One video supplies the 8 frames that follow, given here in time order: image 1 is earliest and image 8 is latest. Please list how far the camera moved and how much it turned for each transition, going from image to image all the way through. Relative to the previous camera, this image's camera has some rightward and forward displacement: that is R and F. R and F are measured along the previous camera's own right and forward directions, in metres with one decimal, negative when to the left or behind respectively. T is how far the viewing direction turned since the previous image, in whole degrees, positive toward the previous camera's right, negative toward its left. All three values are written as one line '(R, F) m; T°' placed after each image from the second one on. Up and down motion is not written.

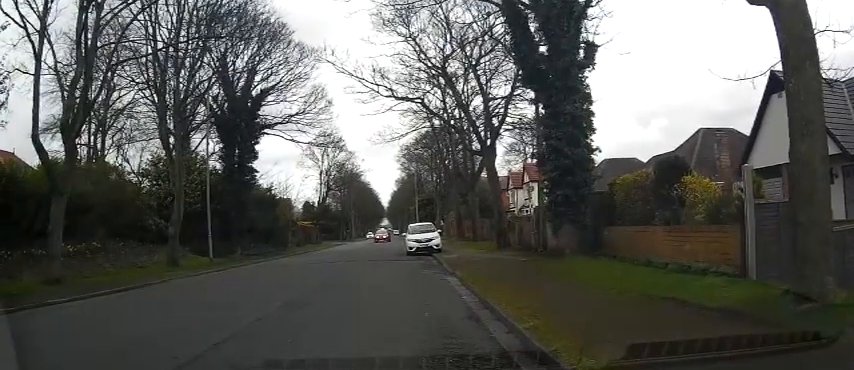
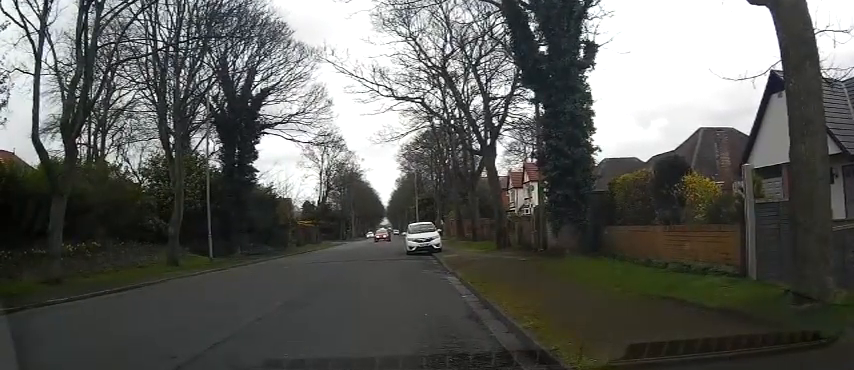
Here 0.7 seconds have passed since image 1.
(0.0, 0.0) m; 0°
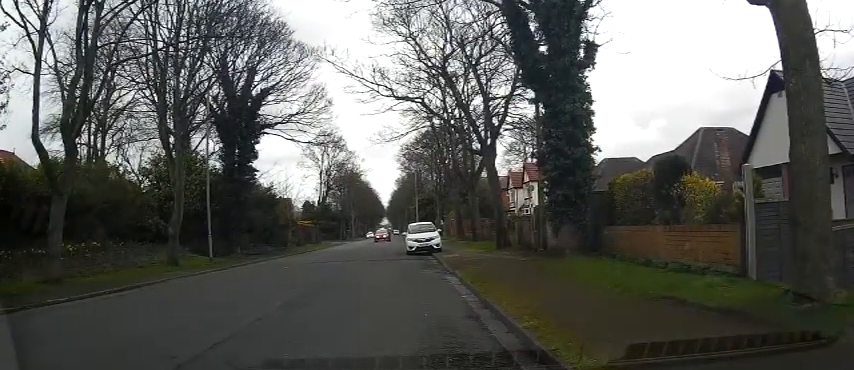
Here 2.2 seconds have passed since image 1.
(0.0, 0.0) m; 0°
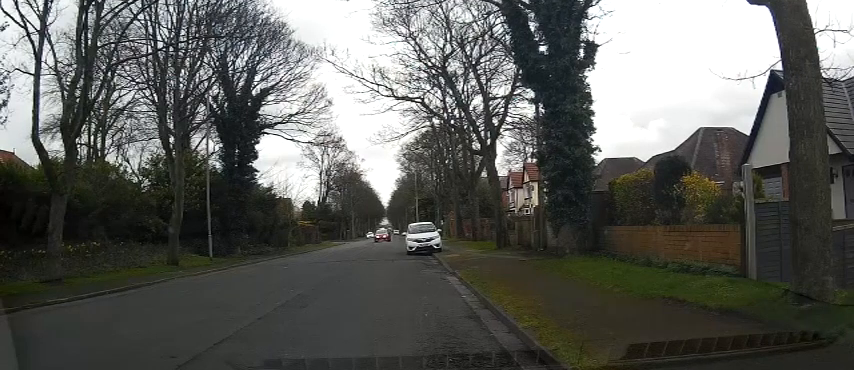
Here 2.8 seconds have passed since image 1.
(0.0, 0.0) m; 0°
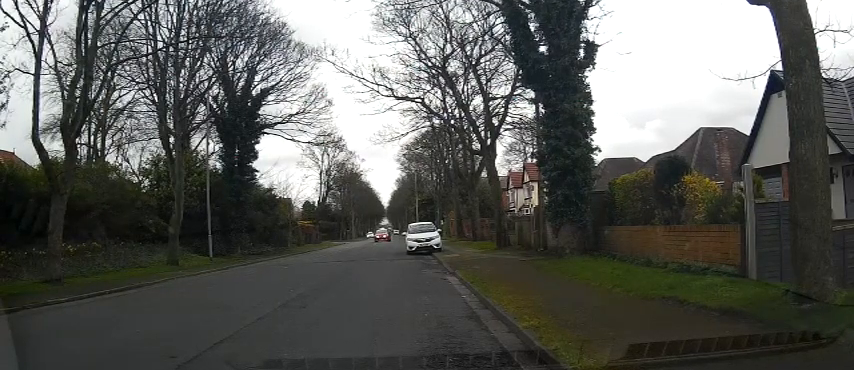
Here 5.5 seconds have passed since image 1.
(+0.1, +0.3) m; 0°
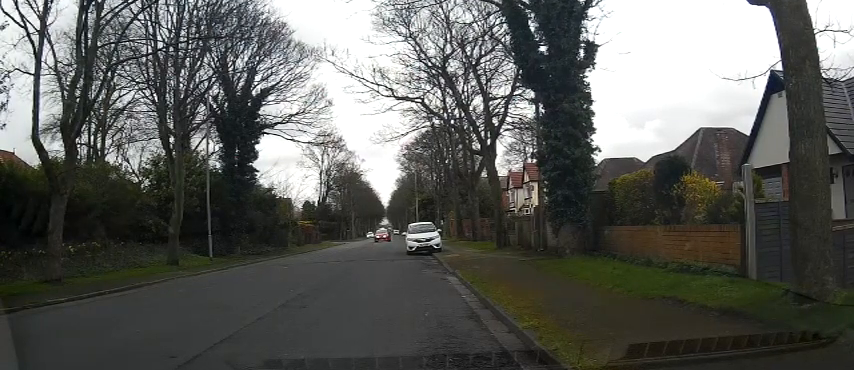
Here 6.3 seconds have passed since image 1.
(0.0, 0.0) m; 0°
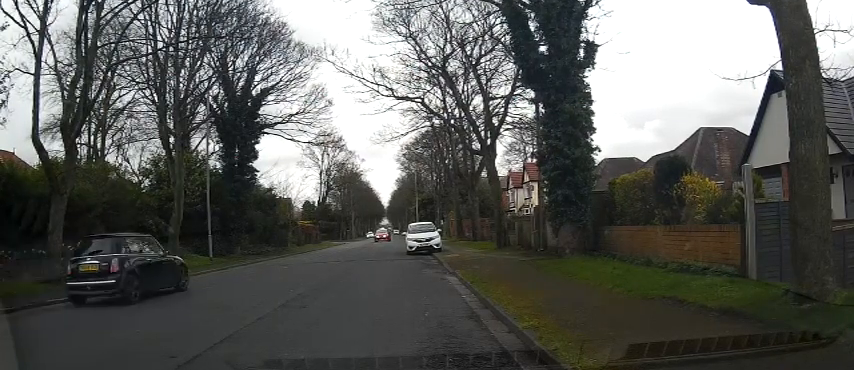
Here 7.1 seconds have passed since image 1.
(0.0, 0.0) m; 0°
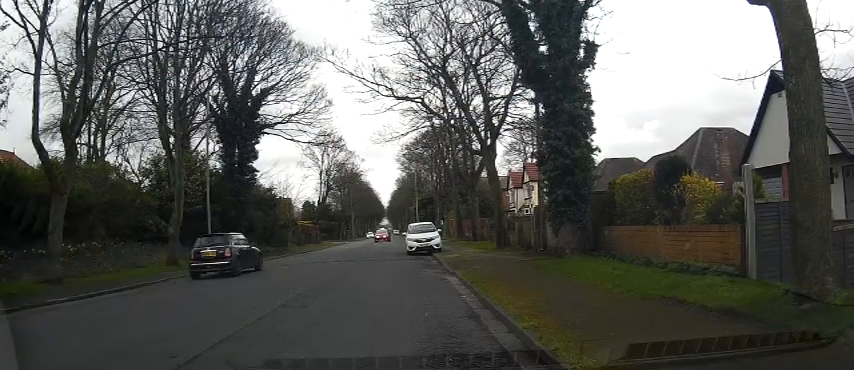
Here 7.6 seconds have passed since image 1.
(0.0, 0.0) m; 0°
